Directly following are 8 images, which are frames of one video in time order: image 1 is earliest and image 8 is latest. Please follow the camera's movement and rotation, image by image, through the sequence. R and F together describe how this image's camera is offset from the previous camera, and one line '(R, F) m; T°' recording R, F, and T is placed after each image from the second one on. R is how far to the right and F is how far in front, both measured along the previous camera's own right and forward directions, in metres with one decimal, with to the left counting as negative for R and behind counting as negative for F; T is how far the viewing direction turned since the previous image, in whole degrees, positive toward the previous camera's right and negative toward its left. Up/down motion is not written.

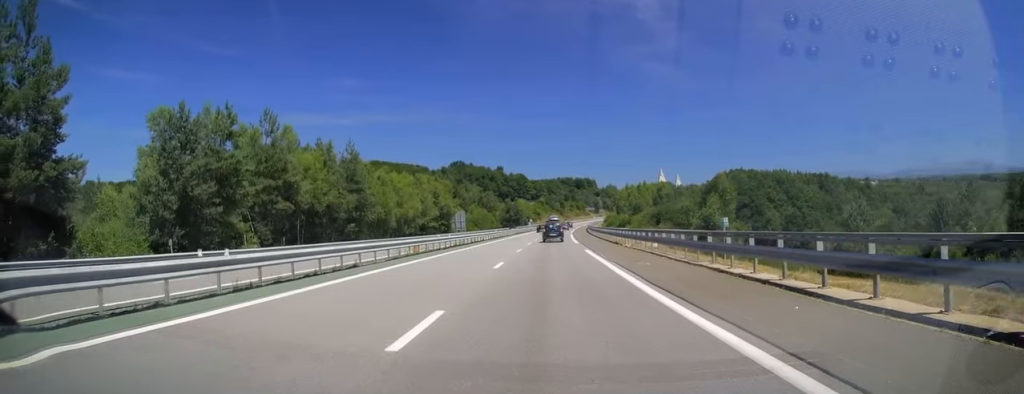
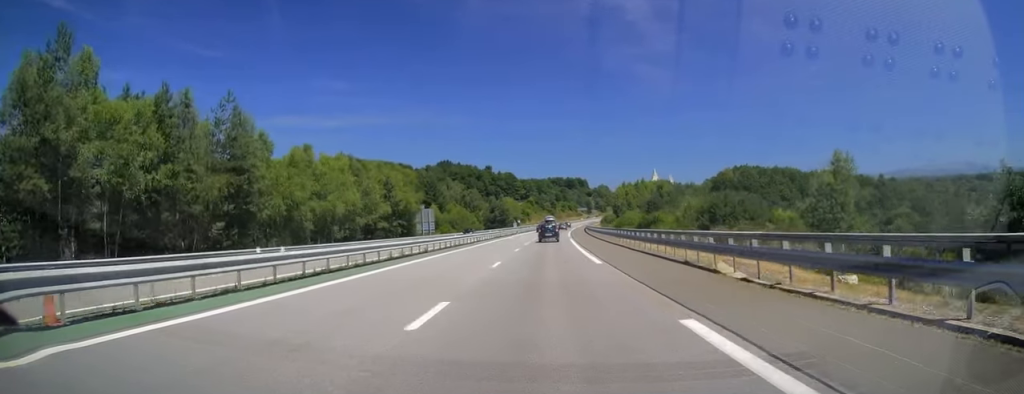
(+0.1, +24.6) m; +1°
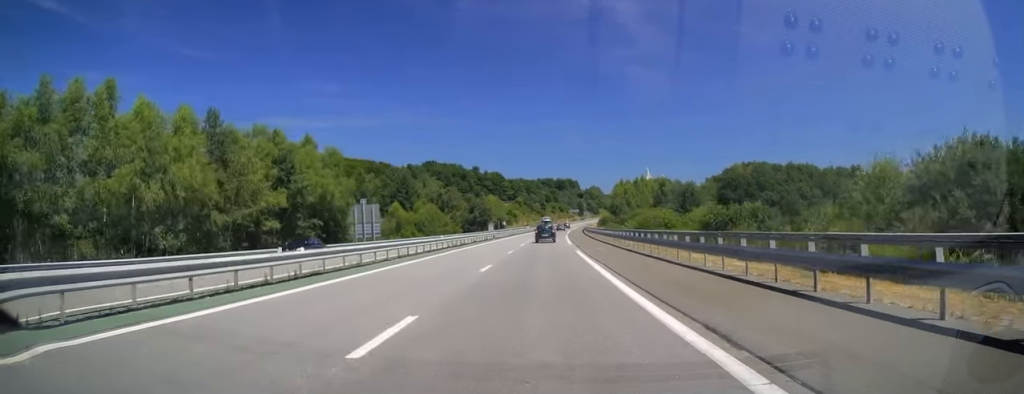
(+0.4, +27.6) m; +1°
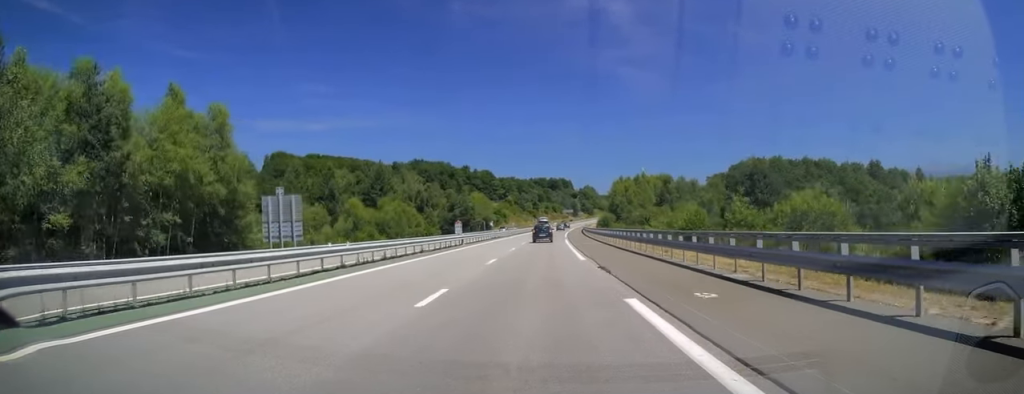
(+0.2, +21.6) m; +1°
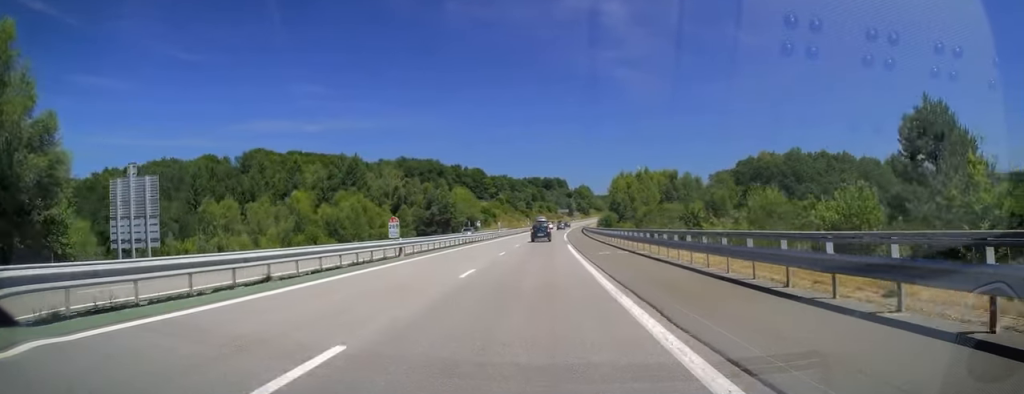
(0.0, +19.7) m; +1°
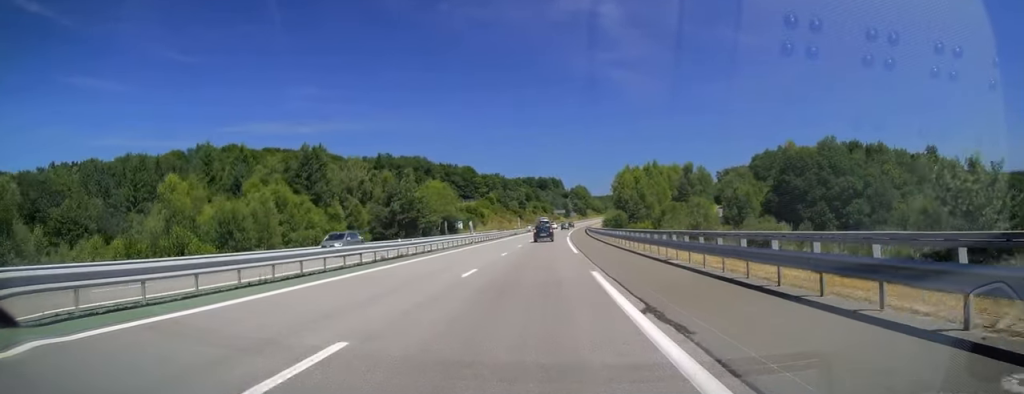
(+0.3, +25.6) m; +1°
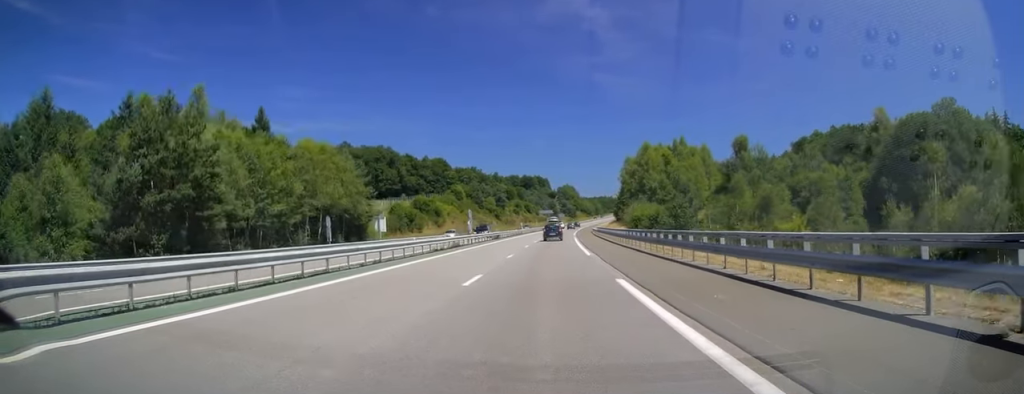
(+0.2, +54.8) m; +1°
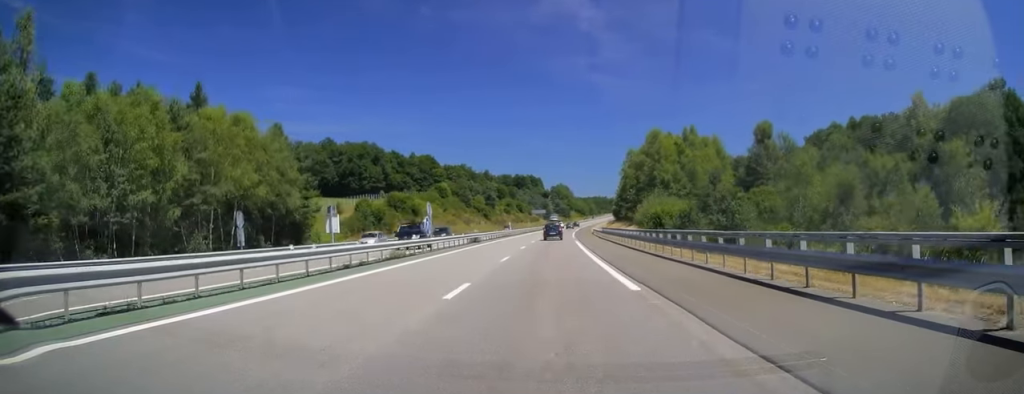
(0.0, +15.8) m; +1°
